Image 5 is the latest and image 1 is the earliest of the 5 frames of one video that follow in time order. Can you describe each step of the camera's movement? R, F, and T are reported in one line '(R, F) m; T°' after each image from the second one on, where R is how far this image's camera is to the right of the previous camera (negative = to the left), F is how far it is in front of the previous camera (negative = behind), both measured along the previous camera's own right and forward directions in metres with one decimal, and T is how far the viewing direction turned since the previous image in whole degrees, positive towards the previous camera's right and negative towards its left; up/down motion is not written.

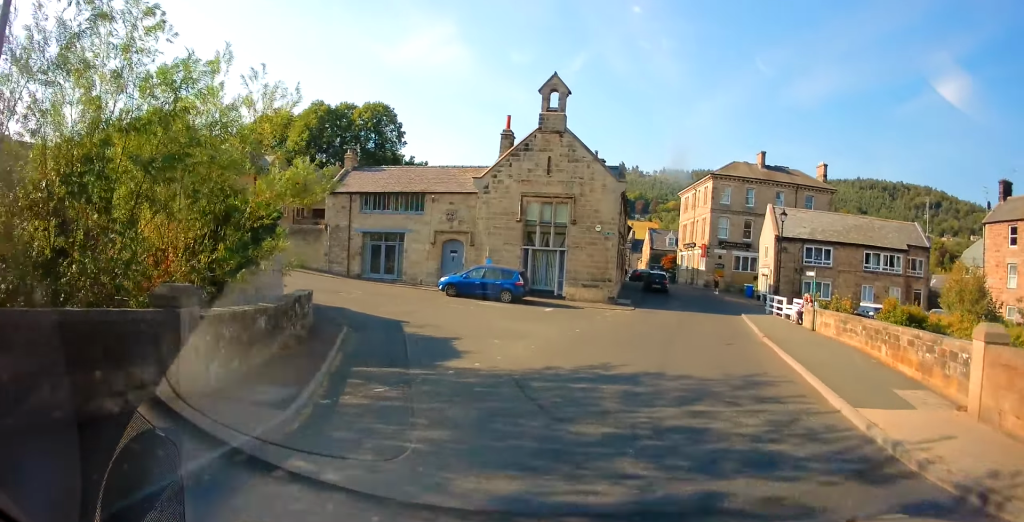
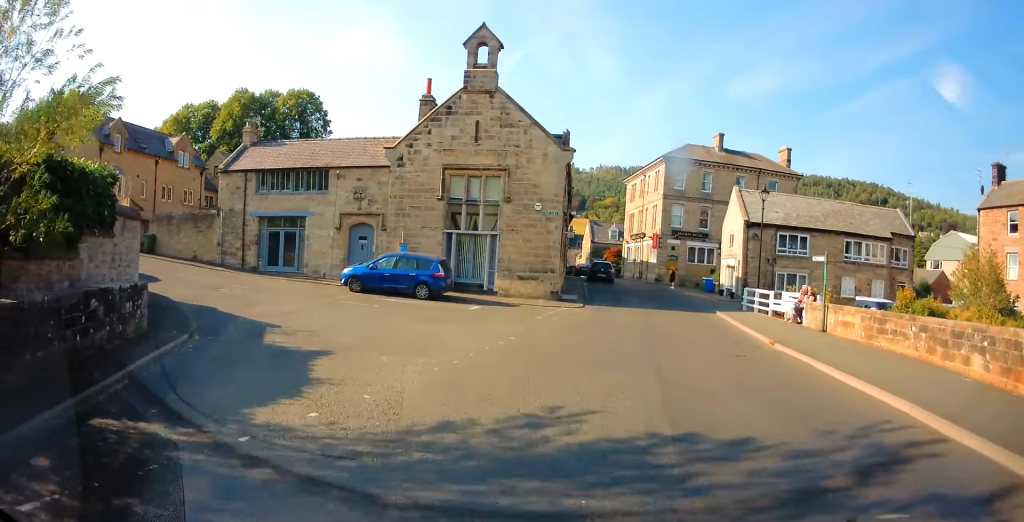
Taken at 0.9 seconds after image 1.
(+0.2, +5.5) m; +5°
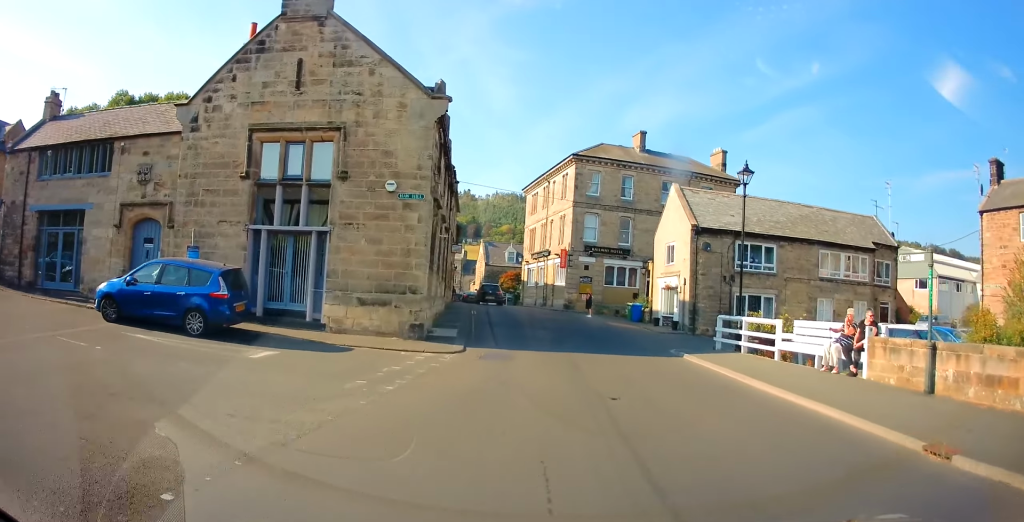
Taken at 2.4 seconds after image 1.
(+0.8, +9.2) m; +8°
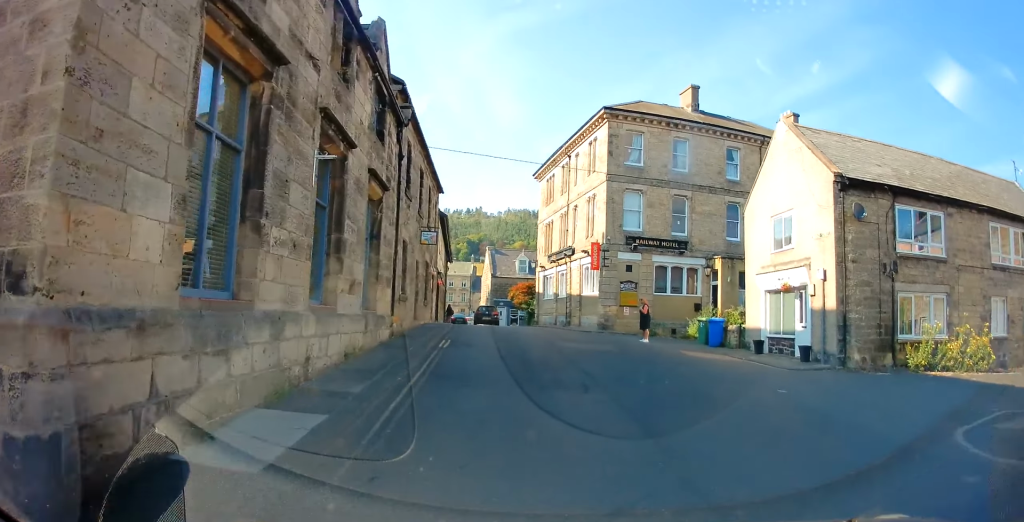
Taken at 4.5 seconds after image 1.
(+0.3, +12.5) m; -1°
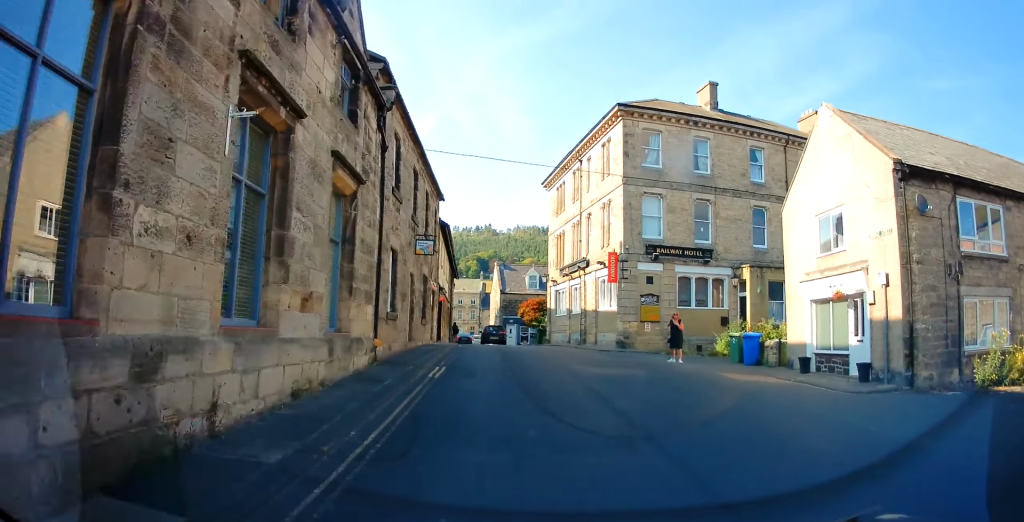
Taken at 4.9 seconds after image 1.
(+0.1, +2.4) m; -1°
